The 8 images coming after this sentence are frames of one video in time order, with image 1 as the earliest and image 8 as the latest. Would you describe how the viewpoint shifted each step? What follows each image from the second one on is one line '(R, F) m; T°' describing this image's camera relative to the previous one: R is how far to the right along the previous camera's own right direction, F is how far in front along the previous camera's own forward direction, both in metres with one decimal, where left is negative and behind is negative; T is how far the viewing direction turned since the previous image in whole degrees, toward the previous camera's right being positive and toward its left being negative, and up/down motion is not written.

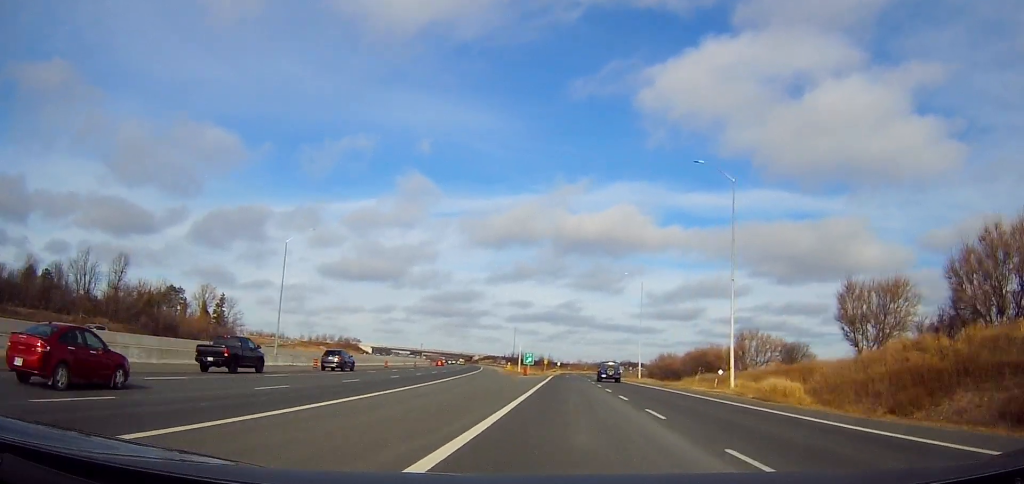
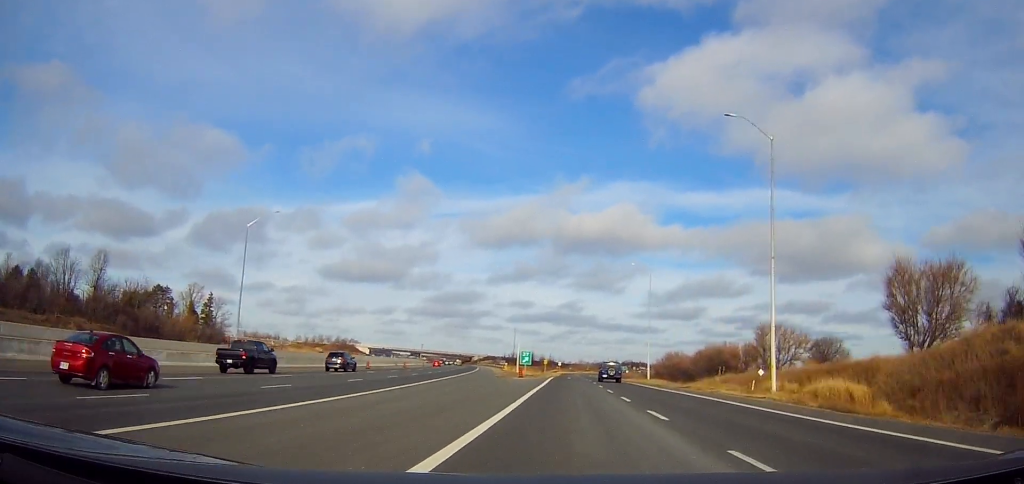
(-0.1, +9.4) m; 0°
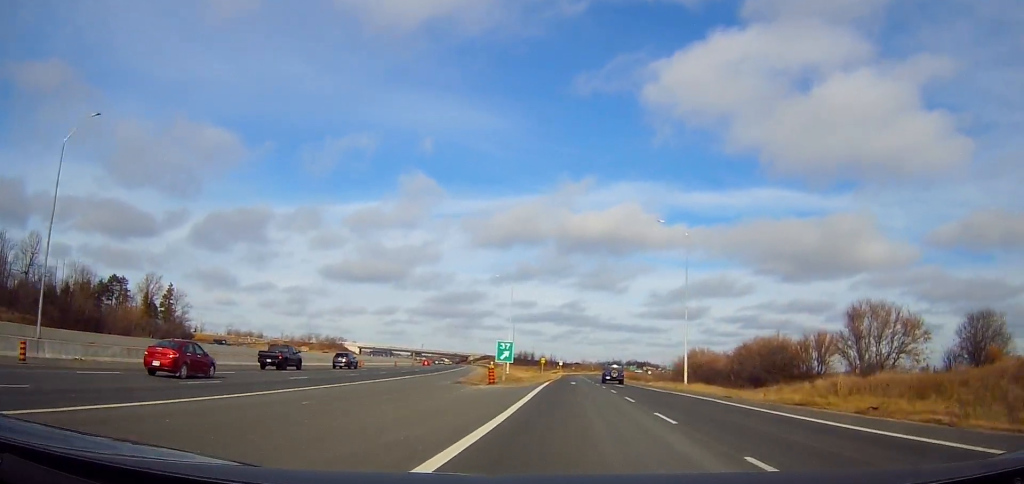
(0.0, +27.5) m; 0°
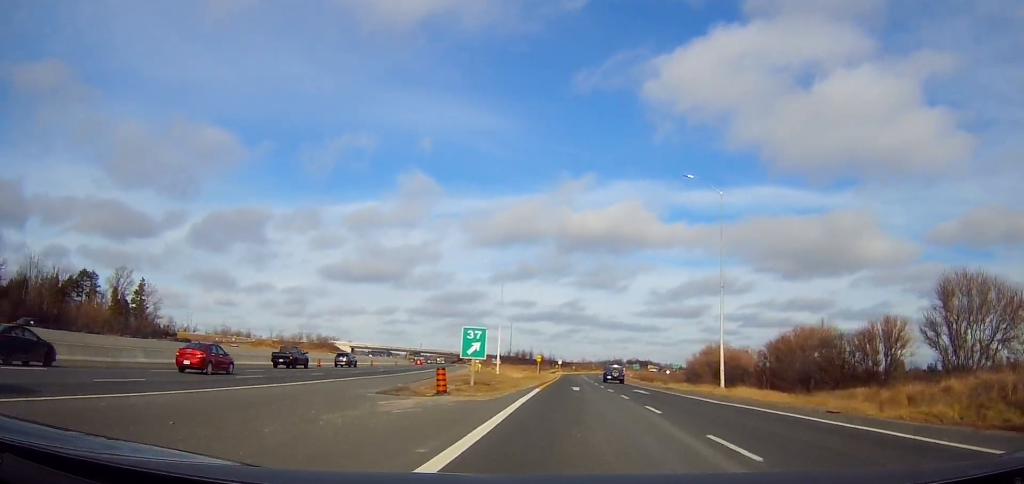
(+0.1, +15.6) m; 0°
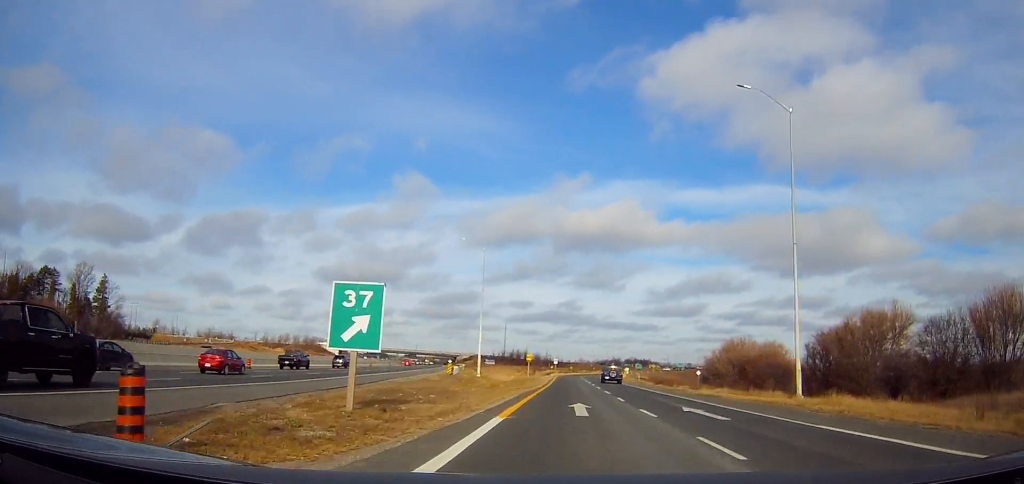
(-0.3, +17.6) m; 0°
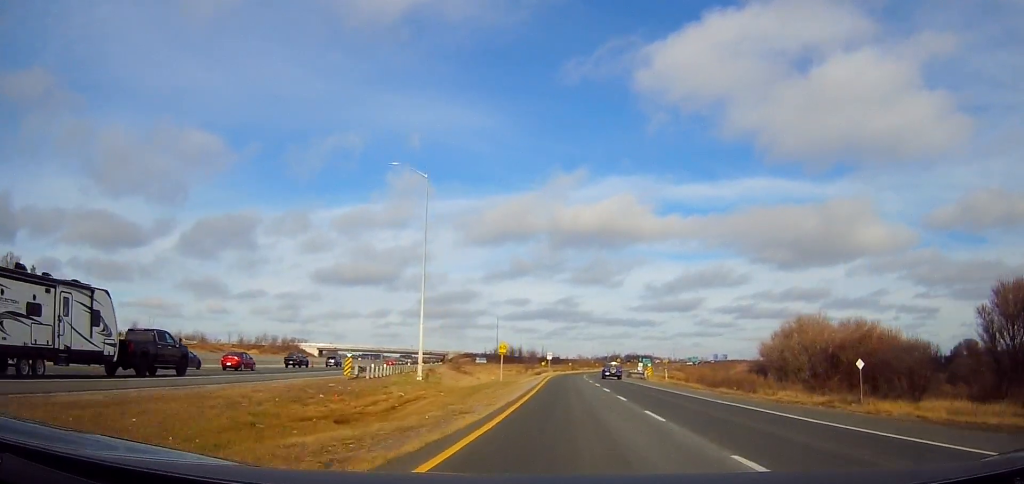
(+0.3, +30.2) m; 0°
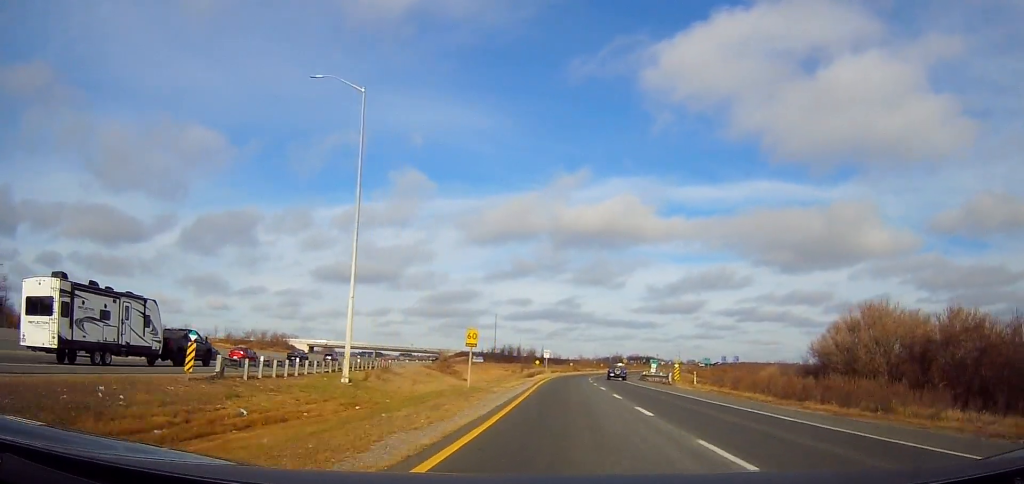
(-0.1, +16.3) m; 0°
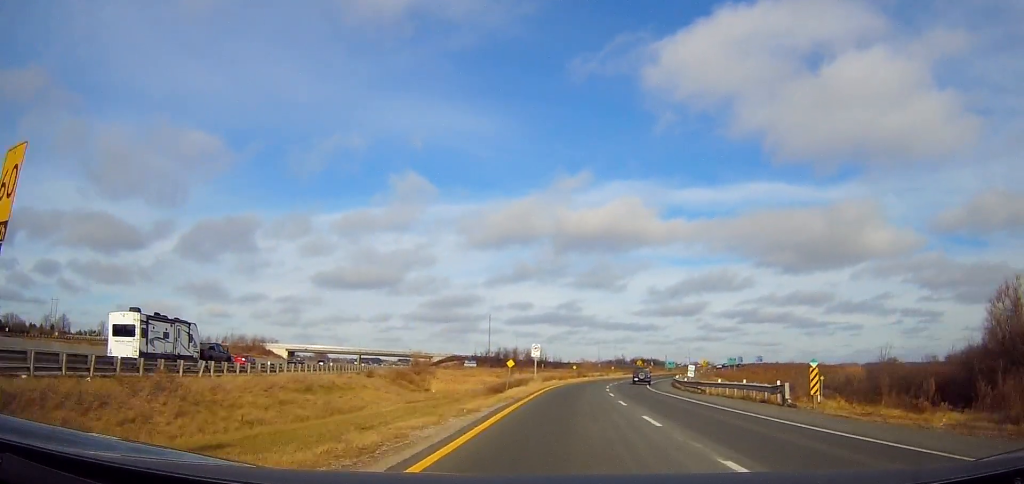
(+0.4, +29.1) m; 0°
